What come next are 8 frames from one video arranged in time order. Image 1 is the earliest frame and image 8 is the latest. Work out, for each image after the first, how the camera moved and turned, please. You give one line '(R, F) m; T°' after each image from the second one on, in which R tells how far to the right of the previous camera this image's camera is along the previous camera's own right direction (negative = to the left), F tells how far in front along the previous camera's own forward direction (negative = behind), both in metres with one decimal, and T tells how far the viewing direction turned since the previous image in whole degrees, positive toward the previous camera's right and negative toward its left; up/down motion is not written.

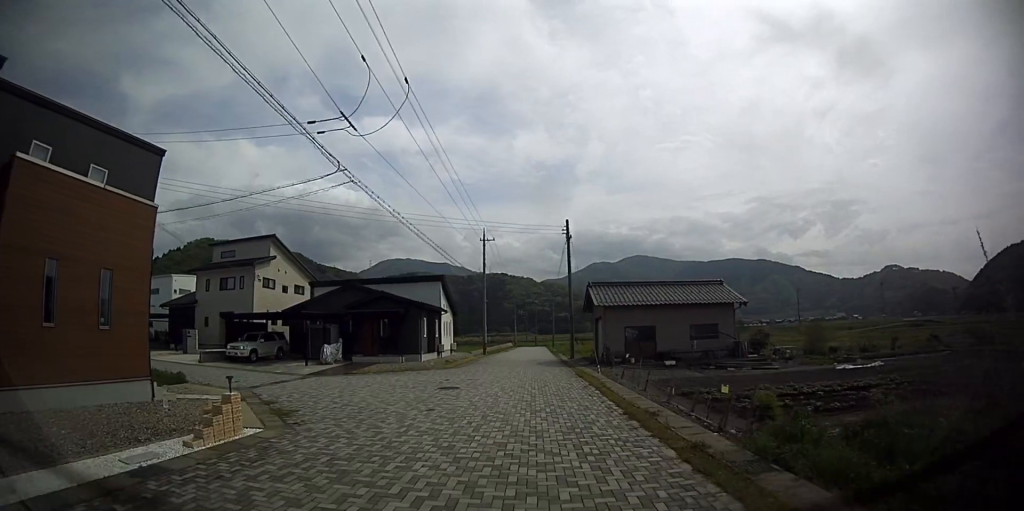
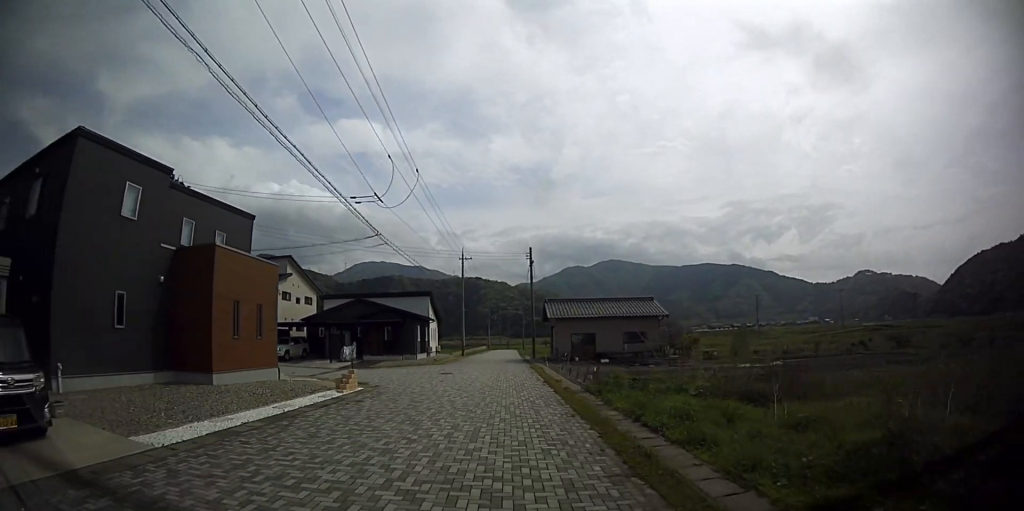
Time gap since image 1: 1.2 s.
(0.0, +7.5) m; 0°
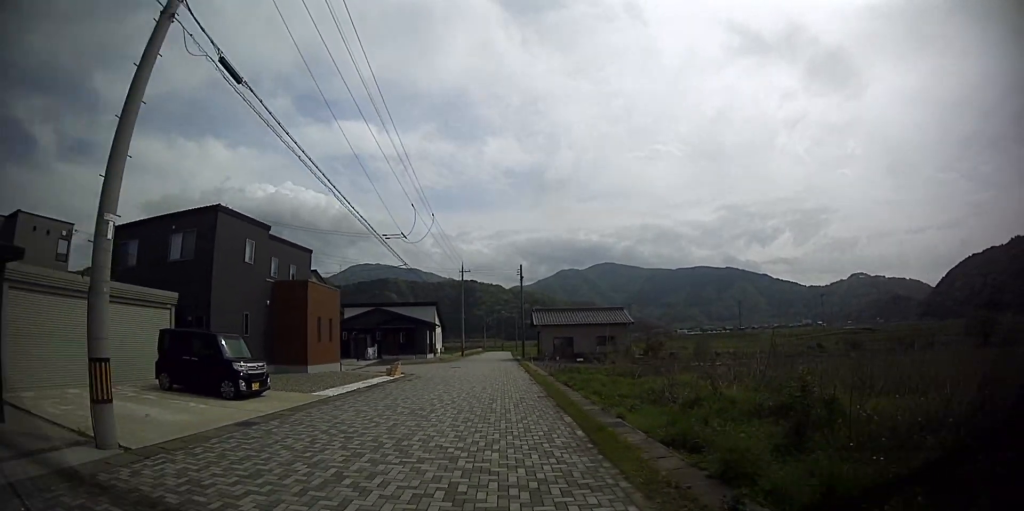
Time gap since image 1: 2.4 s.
(0.0, +6.7) m; 0°
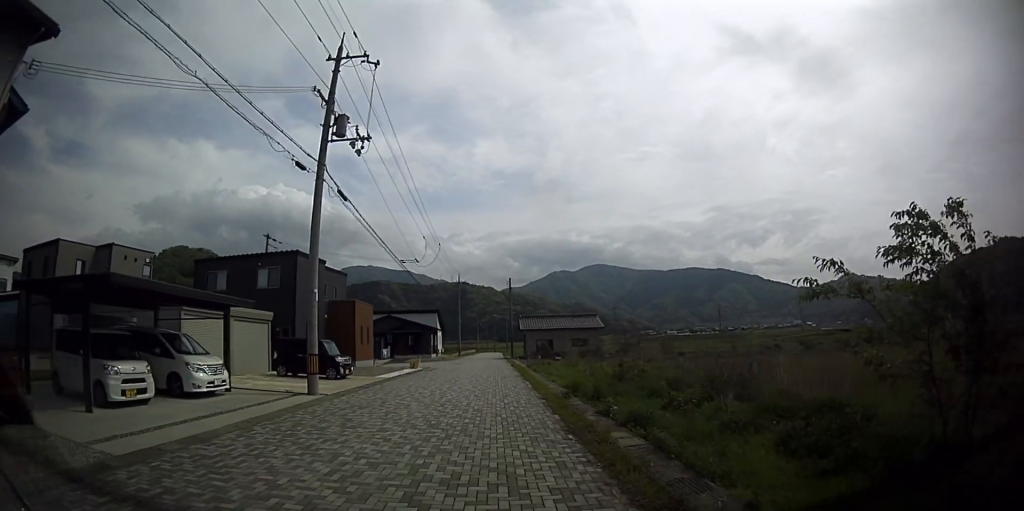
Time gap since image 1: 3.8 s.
(0.0, +7.0) m; +4°
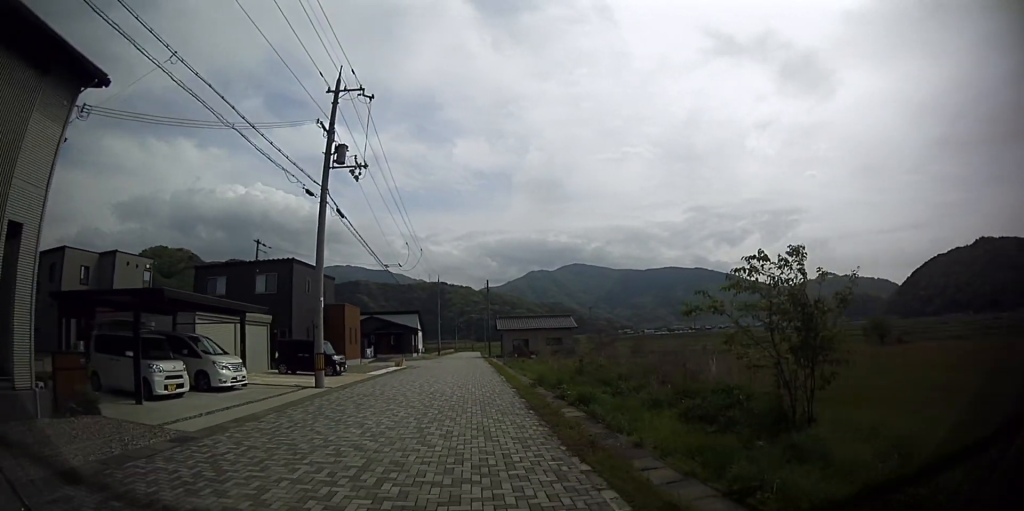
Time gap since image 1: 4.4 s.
(0.0, +2.3) m; +8°
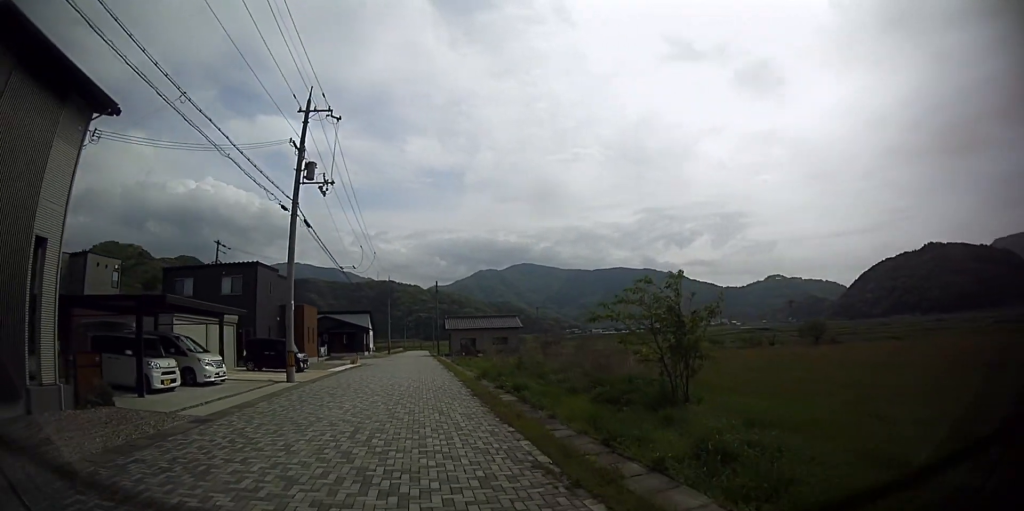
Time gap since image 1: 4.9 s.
(+0.1, +2.0) m; +17°
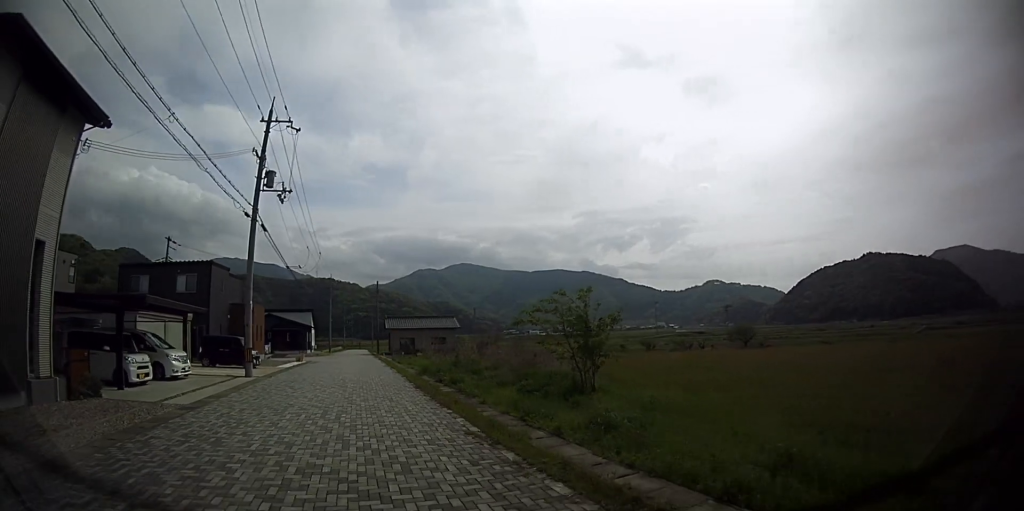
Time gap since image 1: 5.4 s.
(+0.1, +1.8) m; +15°
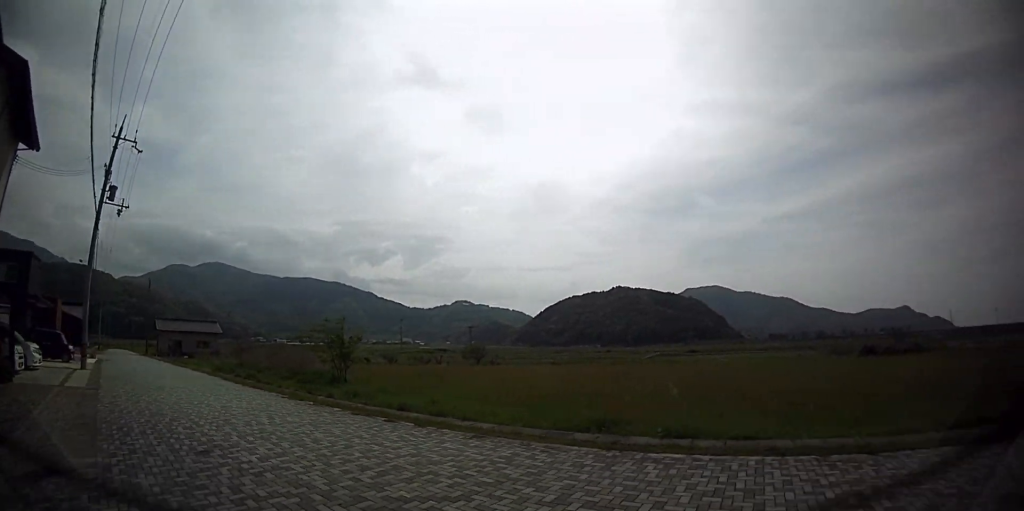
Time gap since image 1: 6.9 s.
(+2.8, +6.4) m; +31°
